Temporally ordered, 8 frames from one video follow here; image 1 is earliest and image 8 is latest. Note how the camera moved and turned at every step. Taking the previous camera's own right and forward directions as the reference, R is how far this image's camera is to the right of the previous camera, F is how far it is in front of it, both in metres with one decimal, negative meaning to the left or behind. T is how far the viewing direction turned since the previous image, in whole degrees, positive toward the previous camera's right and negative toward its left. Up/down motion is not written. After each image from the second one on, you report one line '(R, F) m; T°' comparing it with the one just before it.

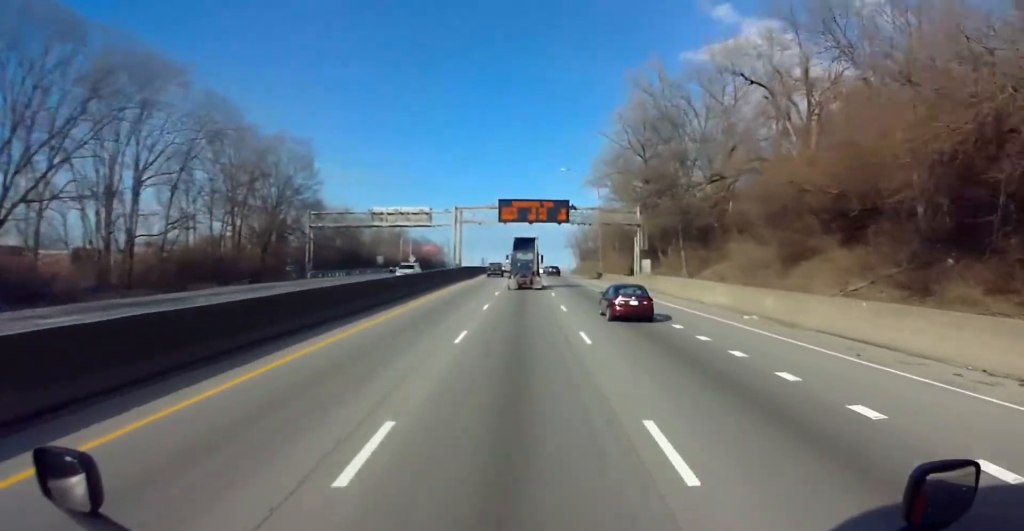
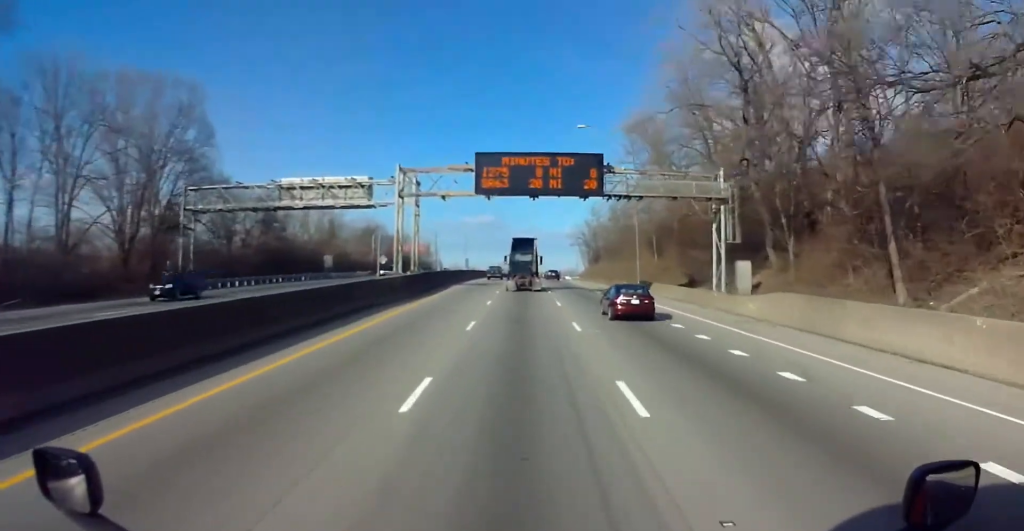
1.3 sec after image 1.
(-0.2, +33.0) m; -1°
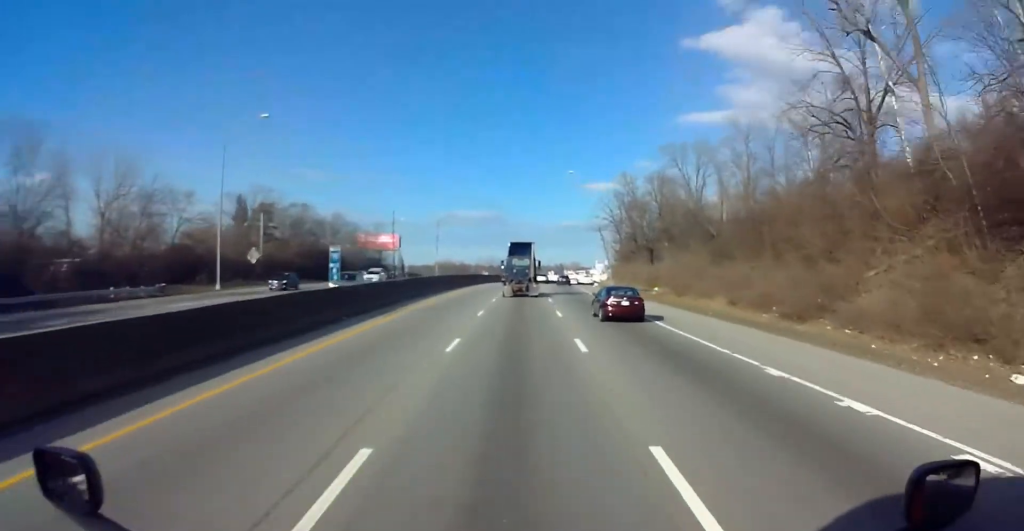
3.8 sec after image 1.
(+0.5, +64.9) m; +1°
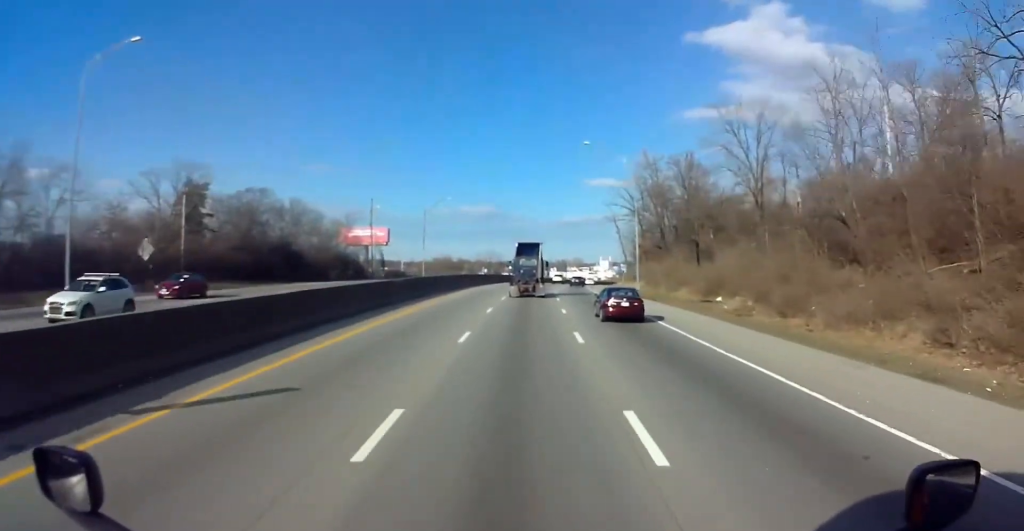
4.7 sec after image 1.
(0.0, +22.0) m; 0°
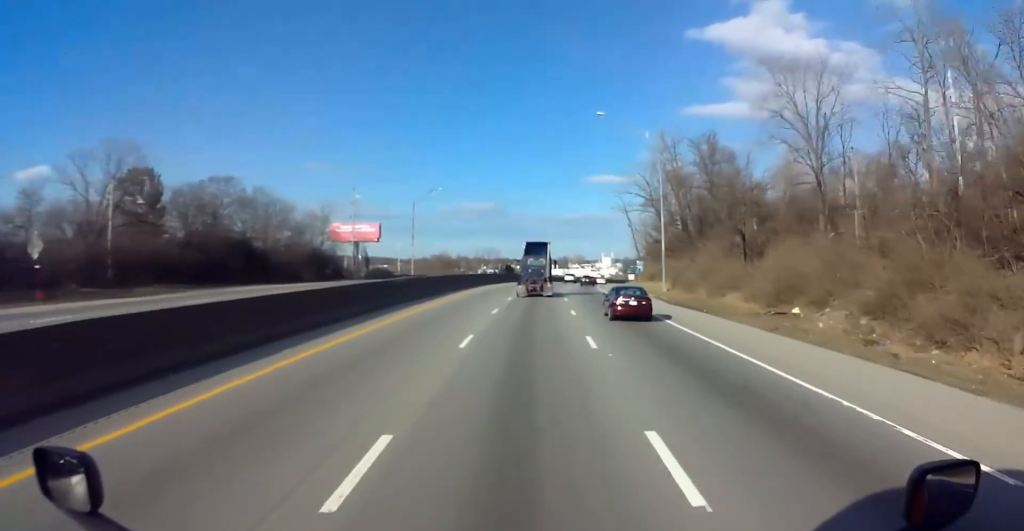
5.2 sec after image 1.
(-0.1, +13.6) m; 0°
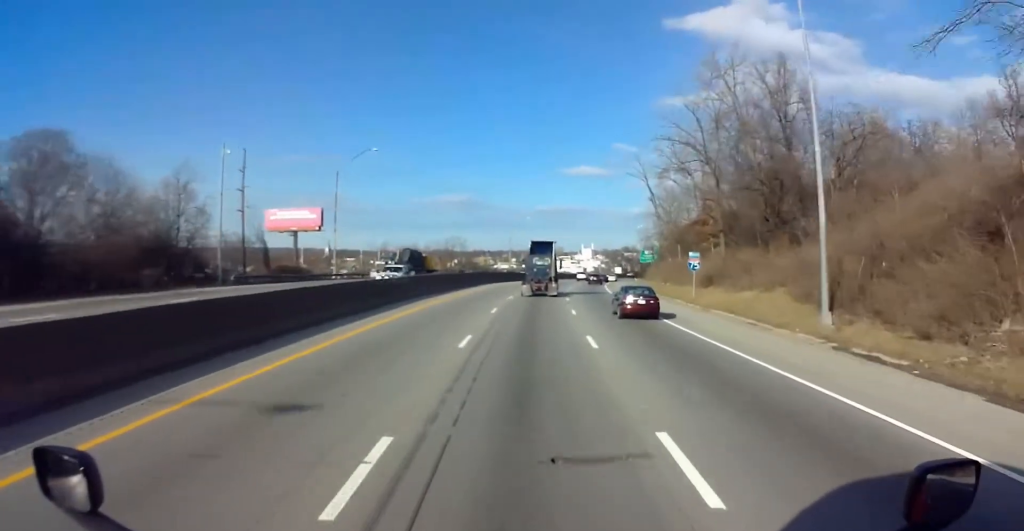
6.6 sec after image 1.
(0.0, +36.6) m; 0°
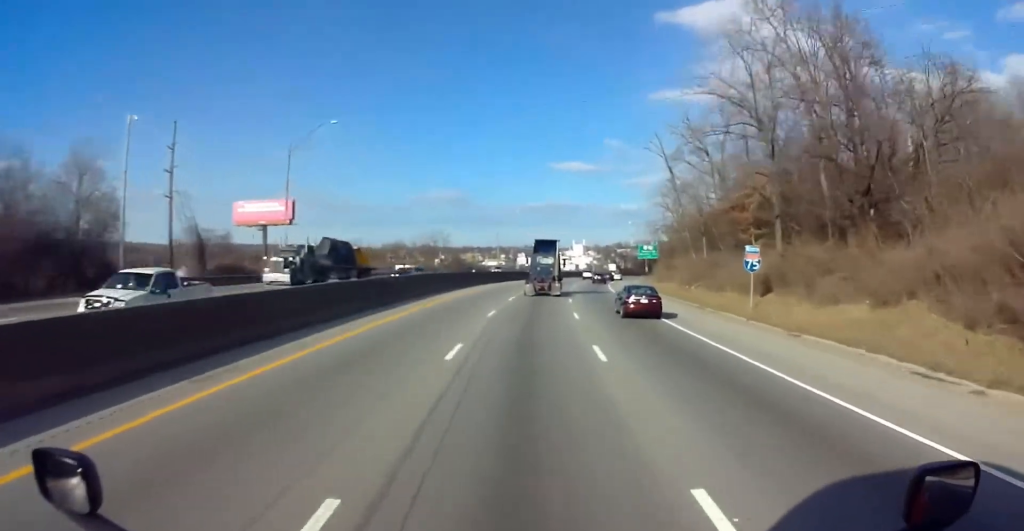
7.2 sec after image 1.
(0.0, +14.4) m; +1°
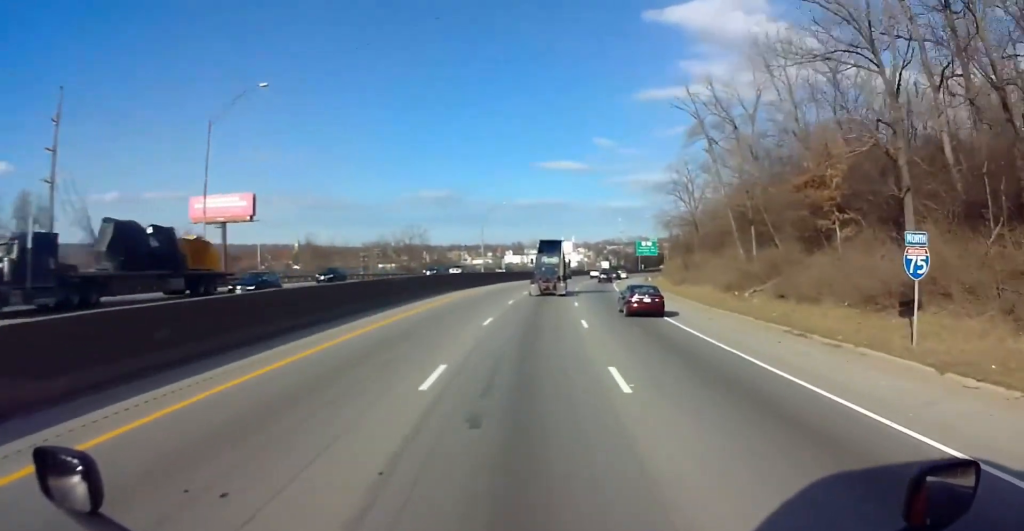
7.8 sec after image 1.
(+0.1, +16.1) m; +2°
